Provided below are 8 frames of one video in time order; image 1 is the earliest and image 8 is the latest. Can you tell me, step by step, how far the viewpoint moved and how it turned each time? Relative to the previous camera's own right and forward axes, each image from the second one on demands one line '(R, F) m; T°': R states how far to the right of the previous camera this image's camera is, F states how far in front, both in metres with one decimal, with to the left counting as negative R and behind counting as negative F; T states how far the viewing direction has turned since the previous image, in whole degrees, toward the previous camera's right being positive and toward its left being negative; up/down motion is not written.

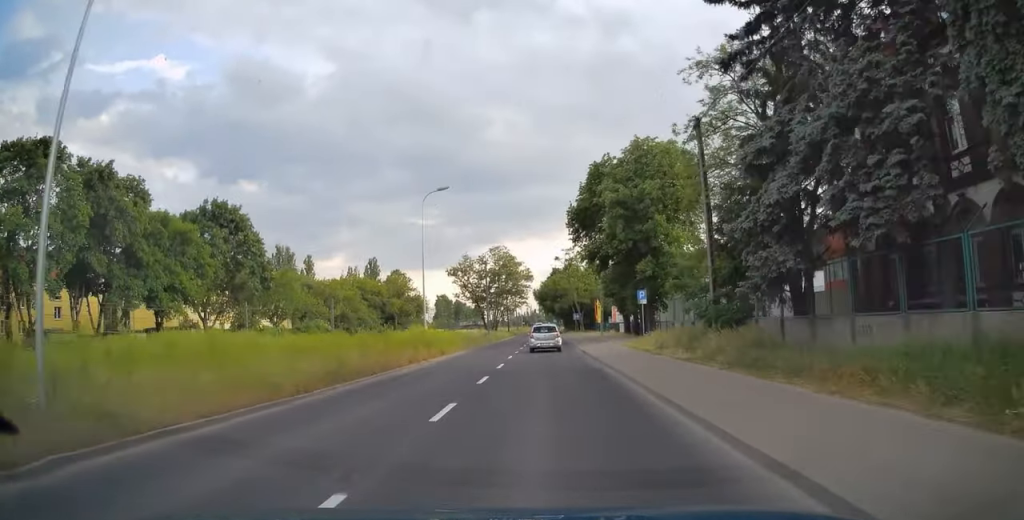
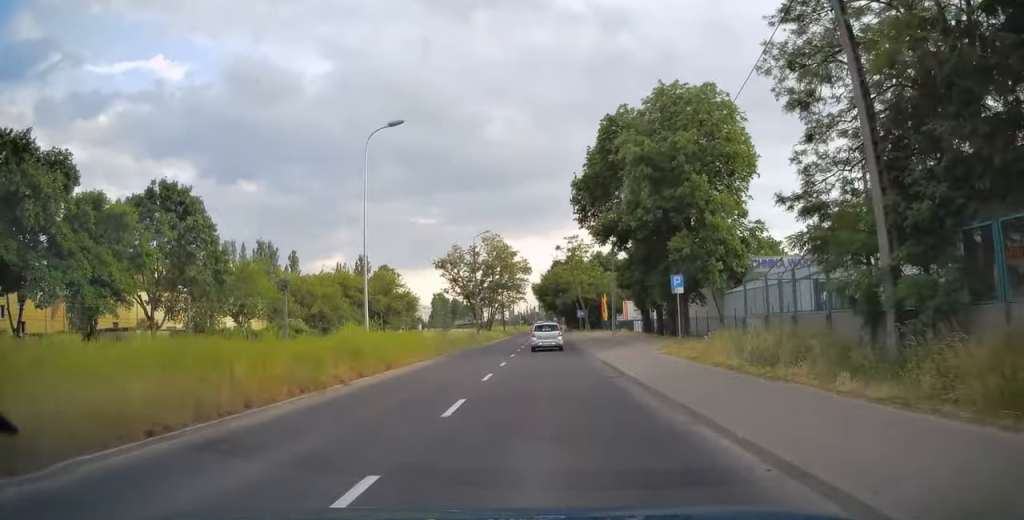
(0.0, +11.3) m; 0°
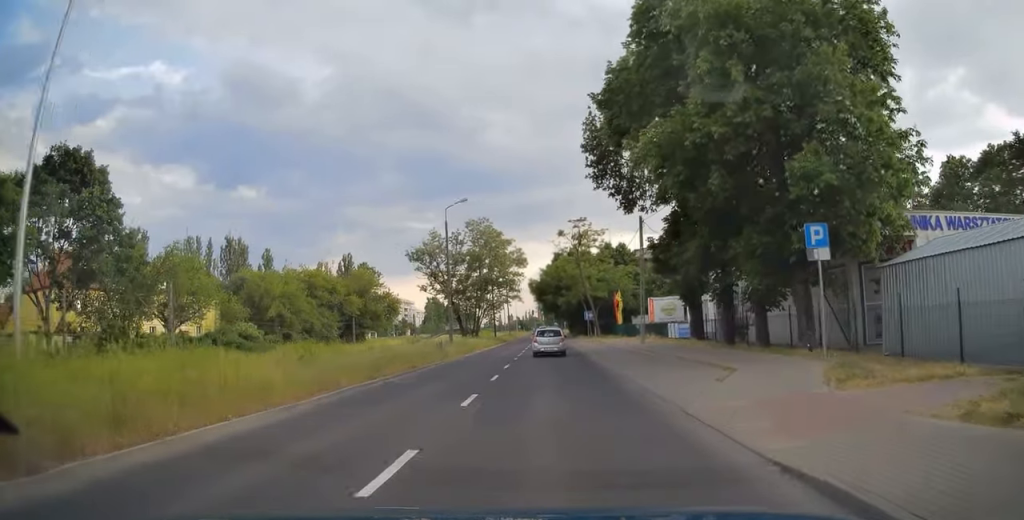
(0.0, +16.5) m; +1°
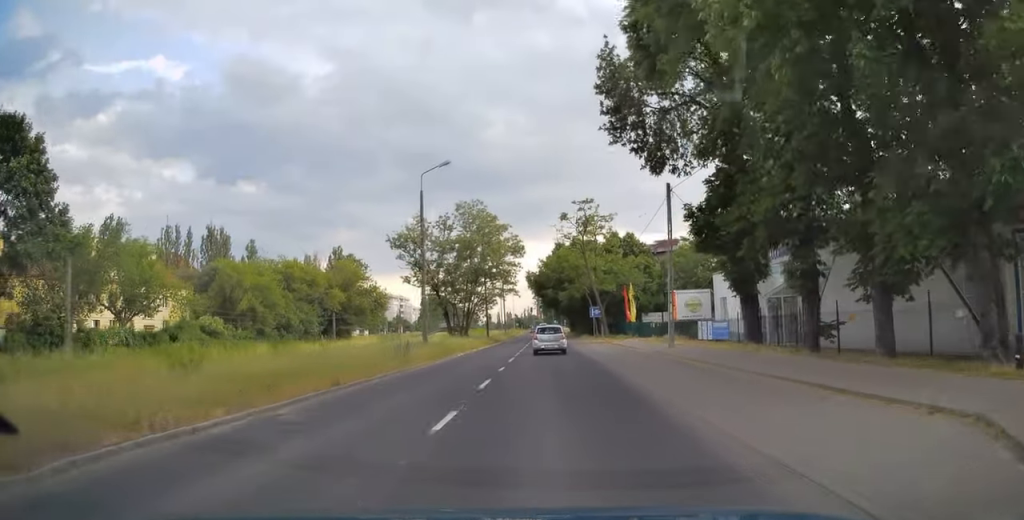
(+0.1, +8.8) m; 0°
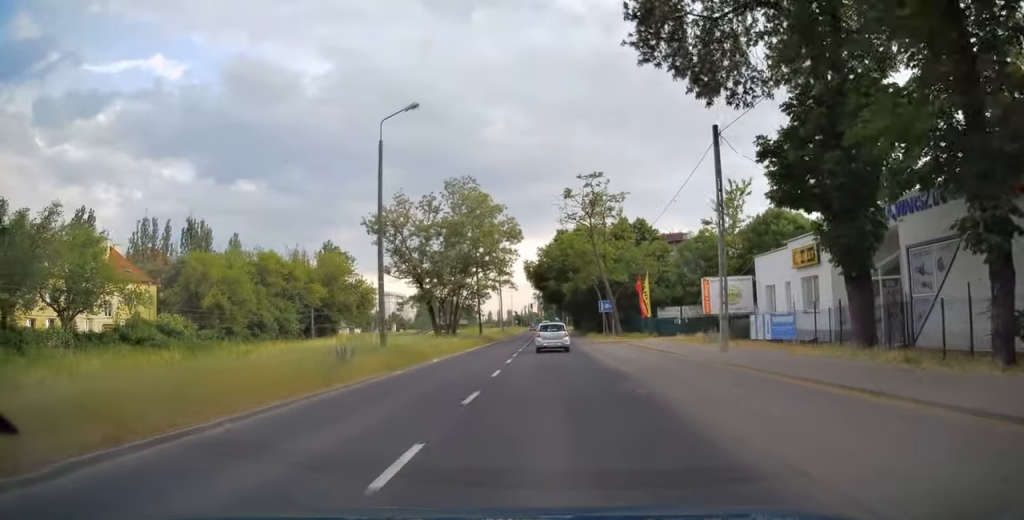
(-0.1, +8.9) m; 0°
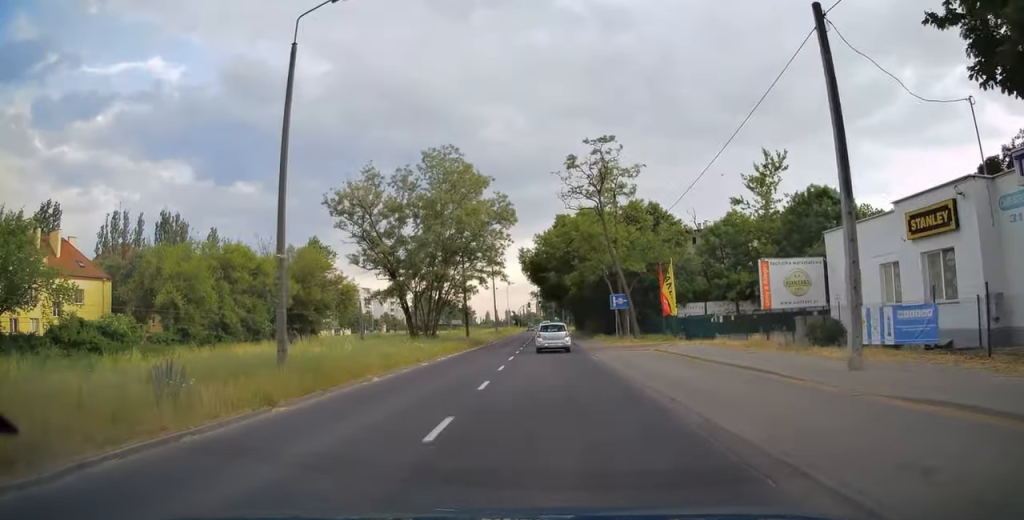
(-0.1, +9.6) m; 0°
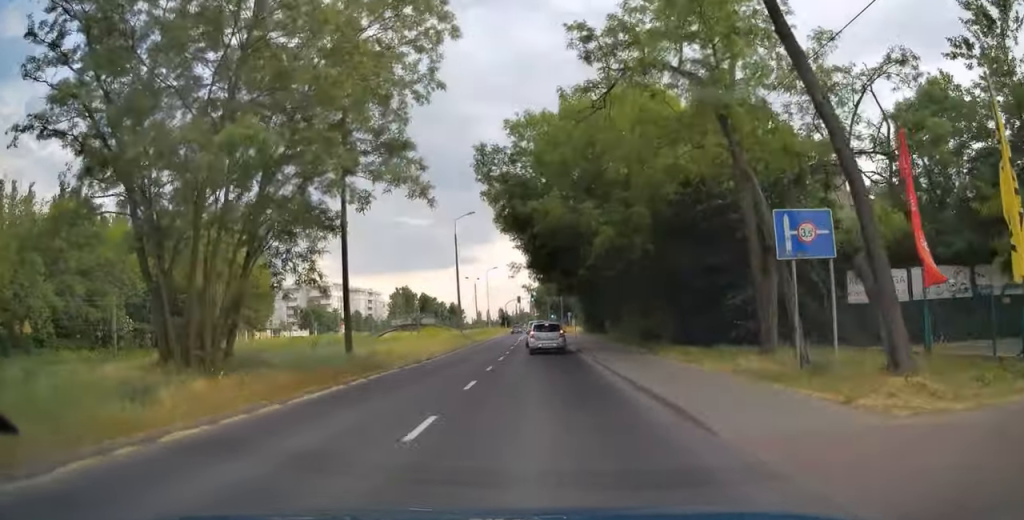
(+0.3, +29.8) m; 0°
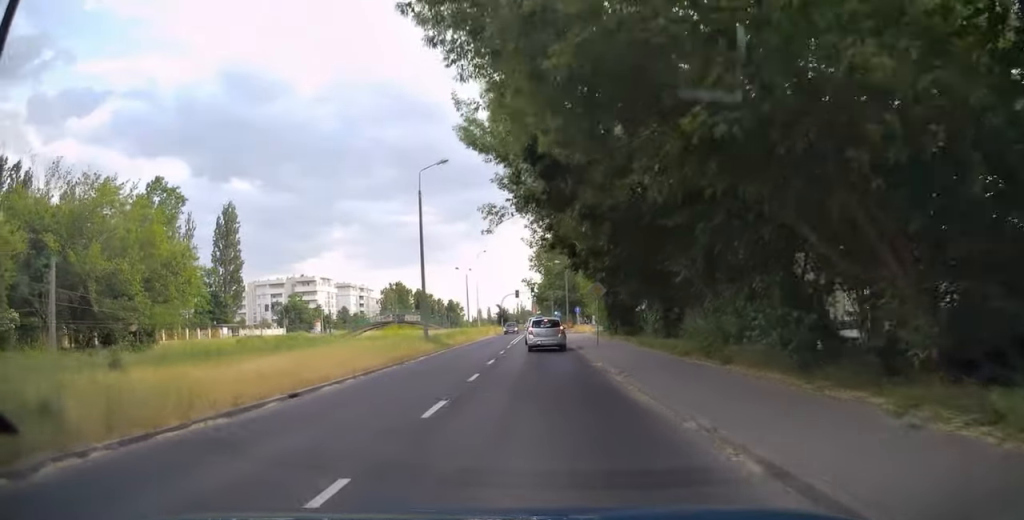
(0.0, +16.2) m; +1°
